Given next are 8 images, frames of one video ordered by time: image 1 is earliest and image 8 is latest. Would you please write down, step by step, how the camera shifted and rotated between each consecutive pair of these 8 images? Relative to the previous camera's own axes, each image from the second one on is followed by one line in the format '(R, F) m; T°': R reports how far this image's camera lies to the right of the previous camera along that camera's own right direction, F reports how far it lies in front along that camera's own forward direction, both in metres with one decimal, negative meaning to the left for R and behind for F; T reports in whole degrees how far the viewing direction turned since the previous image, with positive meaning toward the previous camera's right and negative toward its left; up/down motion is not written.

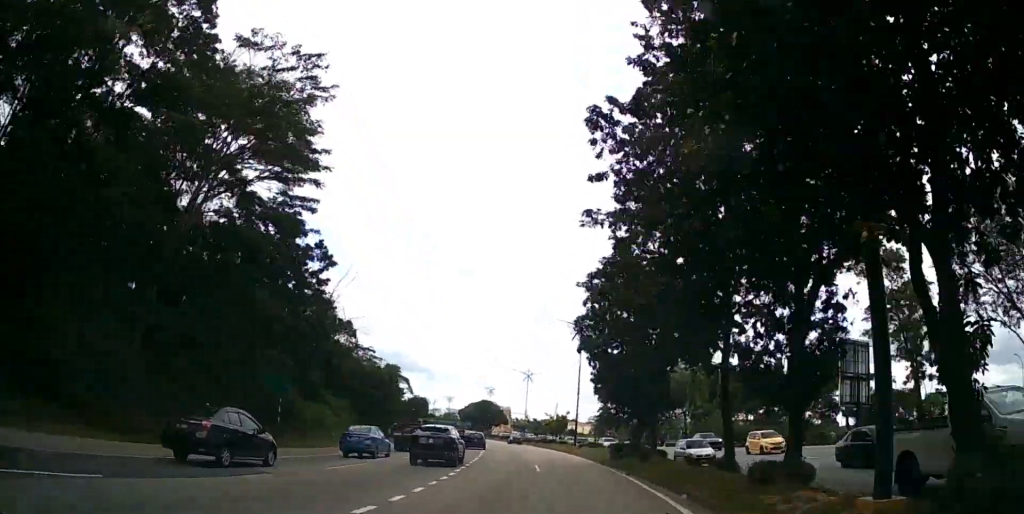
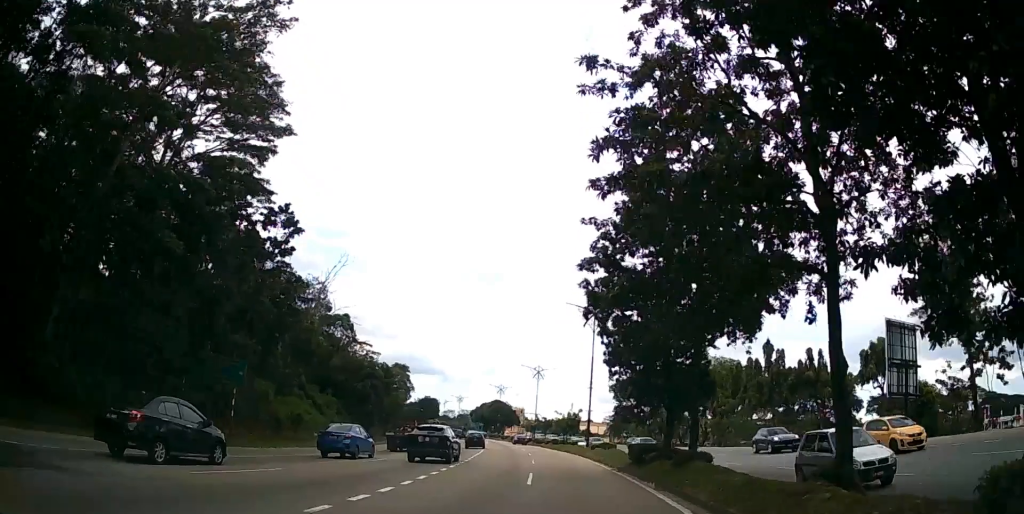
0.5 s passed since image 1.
(-0.1, +6.6) m; -1°
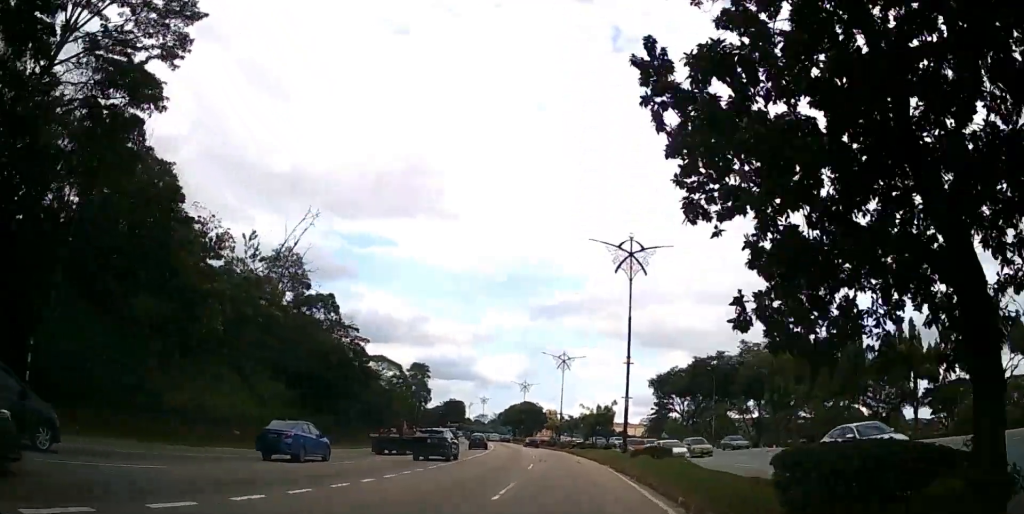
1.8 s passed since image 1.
(-0.5, +16.0) m; -4°
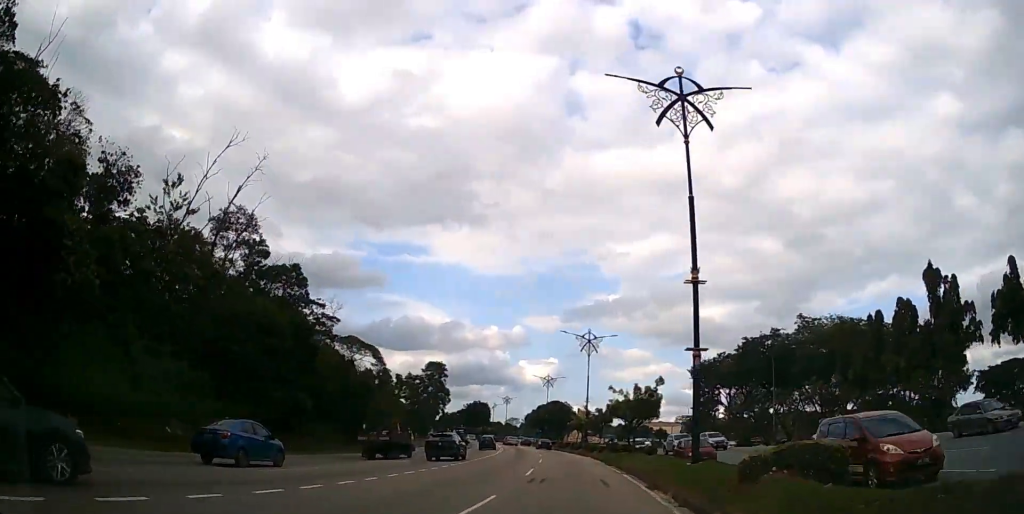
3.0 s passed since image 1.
(-0.4, +15.6) m; -3°
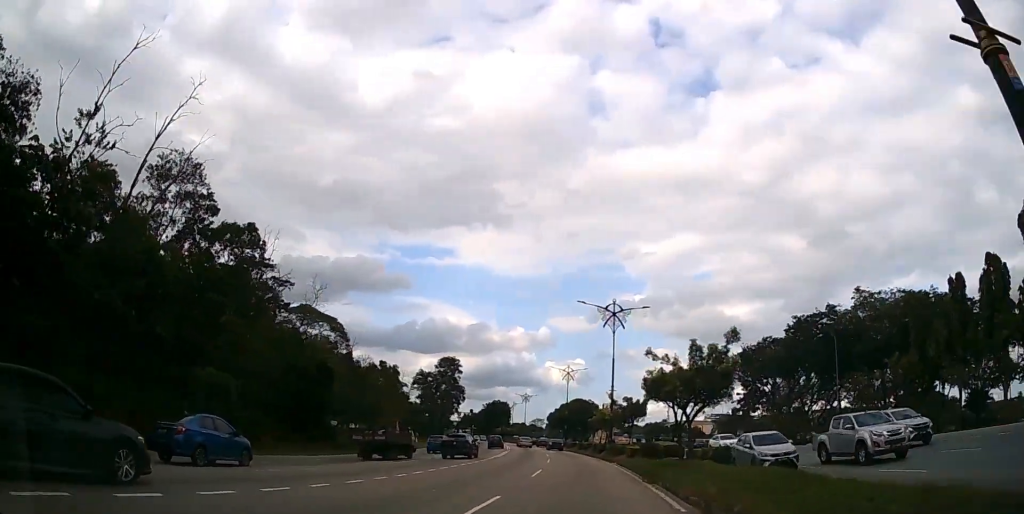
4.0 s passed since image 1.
(-0.4, +12.7) m; -3°
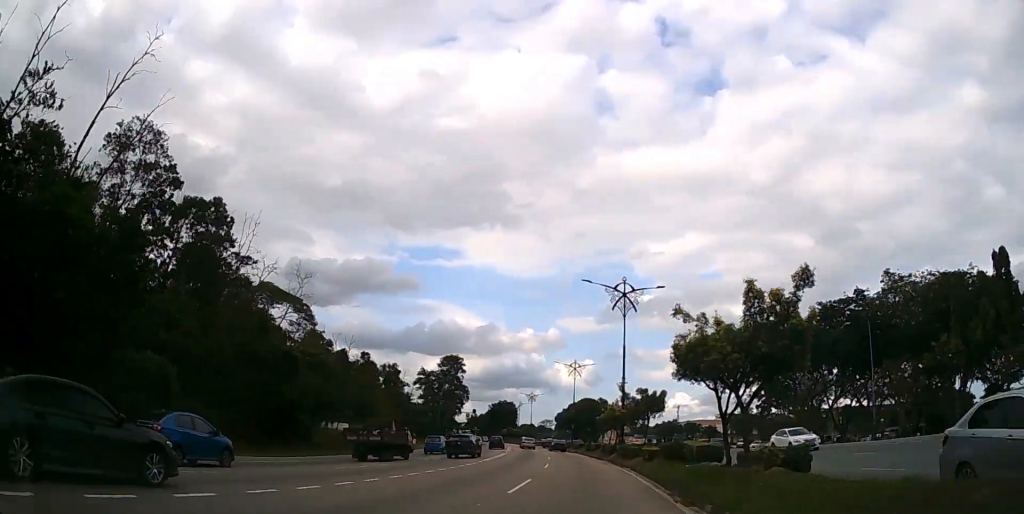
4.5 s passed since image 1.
(-0.1, +6.3) m; -1°
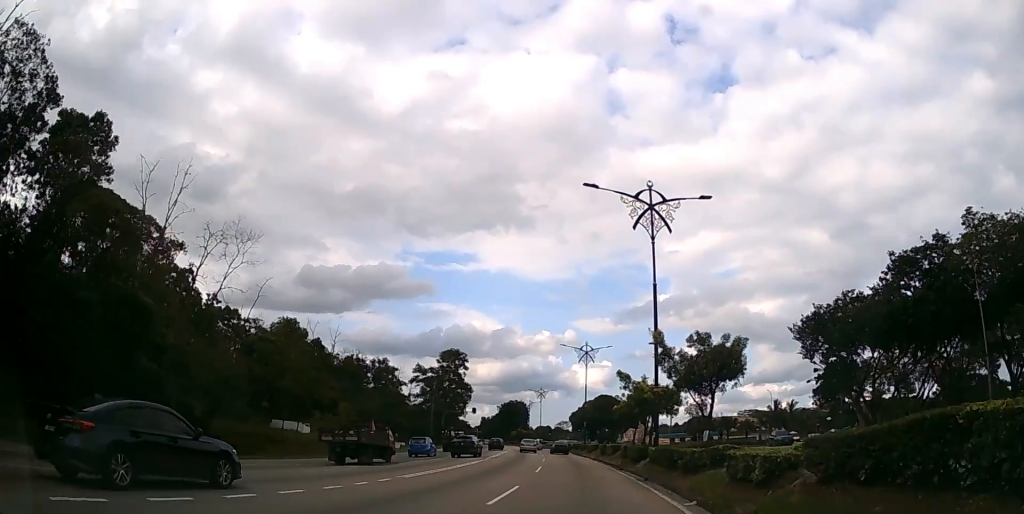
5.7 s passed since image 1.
(-0.3, +15.5) m; -2°
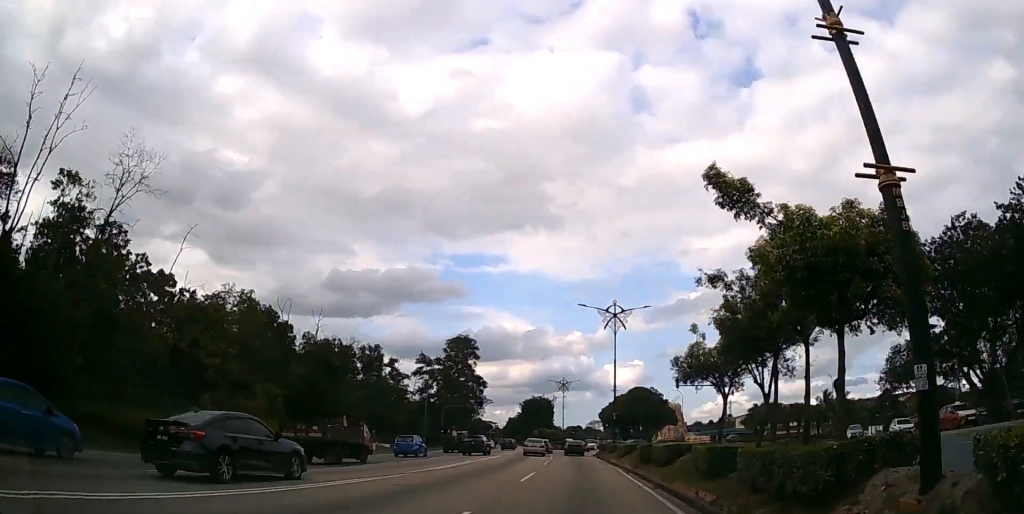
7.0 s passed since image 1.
(-0.4, +19.0) m; -3°
